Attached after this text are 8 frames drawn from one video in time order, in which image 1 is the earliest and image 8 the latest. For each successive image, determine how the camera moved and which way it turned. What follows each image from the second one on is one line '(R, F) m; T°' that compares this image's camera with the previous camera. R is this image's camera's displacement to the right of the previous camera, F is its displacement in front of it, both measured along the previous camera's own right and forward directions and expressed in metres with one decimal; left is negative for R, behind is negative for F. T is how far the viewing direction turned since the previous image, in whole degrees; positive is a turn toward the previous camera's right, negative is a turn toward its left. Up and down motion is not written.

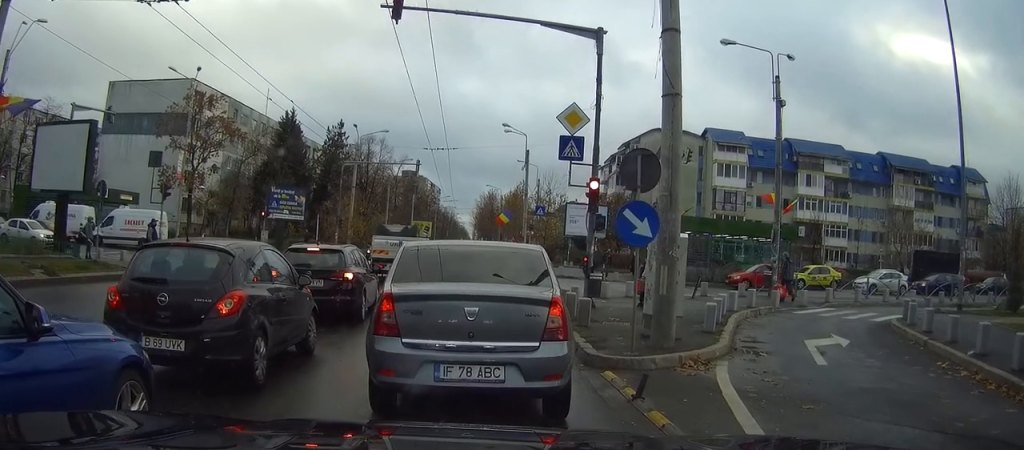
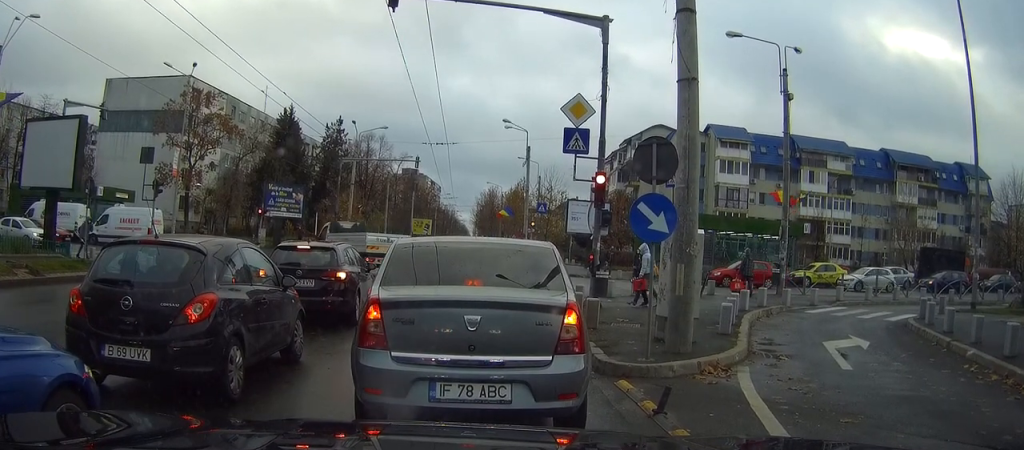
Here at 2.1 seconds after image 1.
(-0.4, +2.1) m; 0°
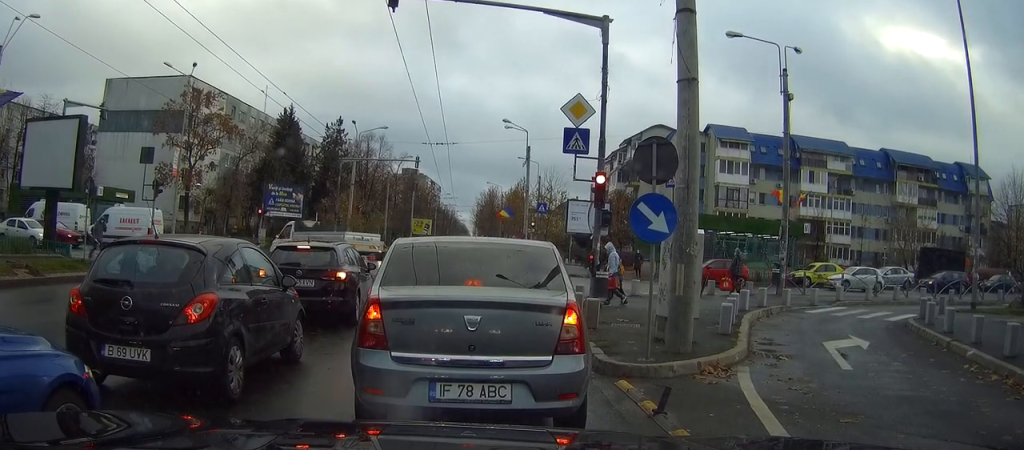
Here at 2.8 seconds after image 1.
(-0.2, +0.7) m; 0°
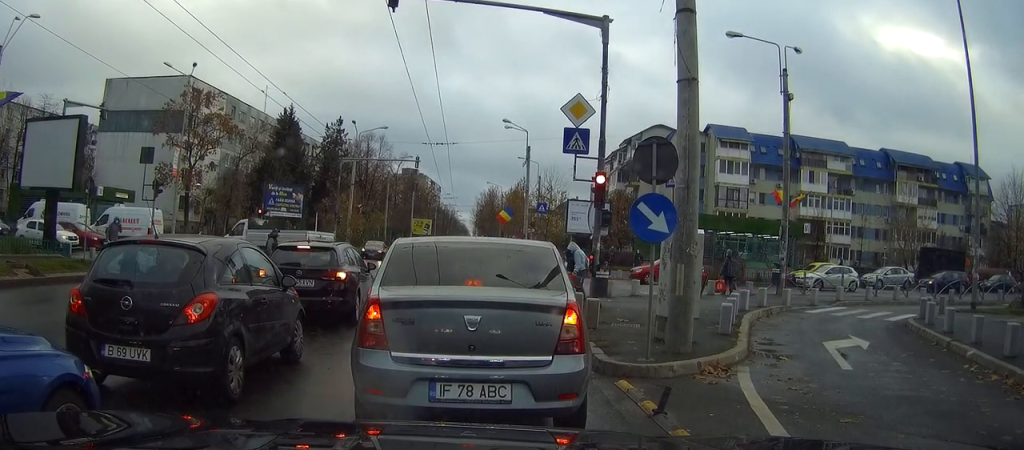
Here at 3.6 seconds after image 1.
(-0.2, +0.6) m; 0°
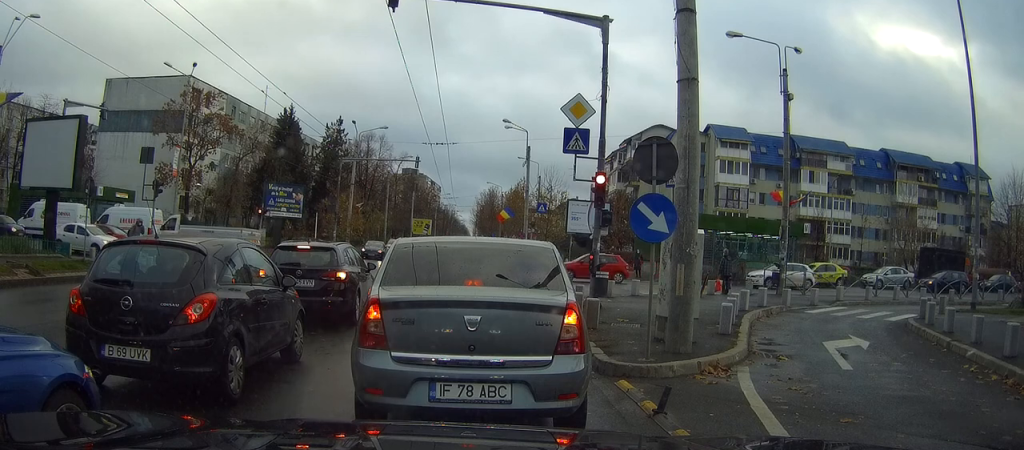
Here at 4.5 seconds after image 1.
(-0.1, +0.3) m; 0°
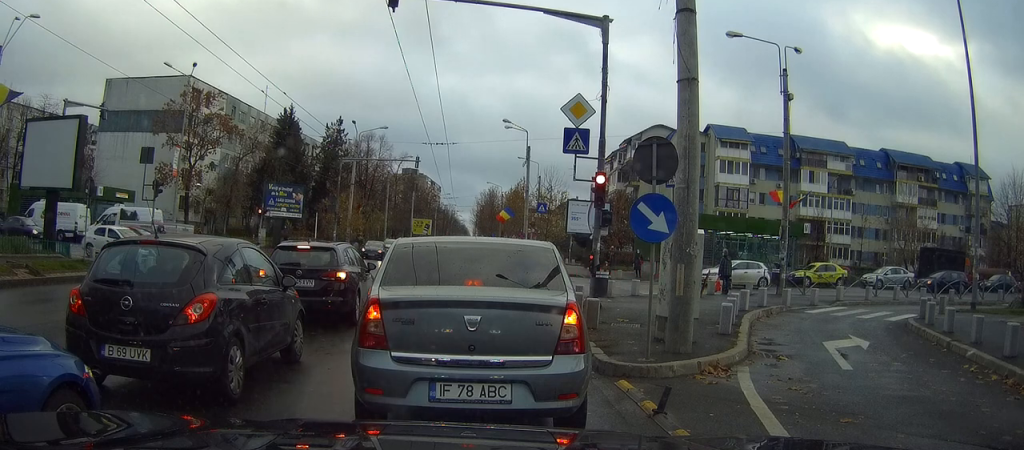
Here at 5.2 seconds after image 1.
(0.0, 0.0) m; 0°
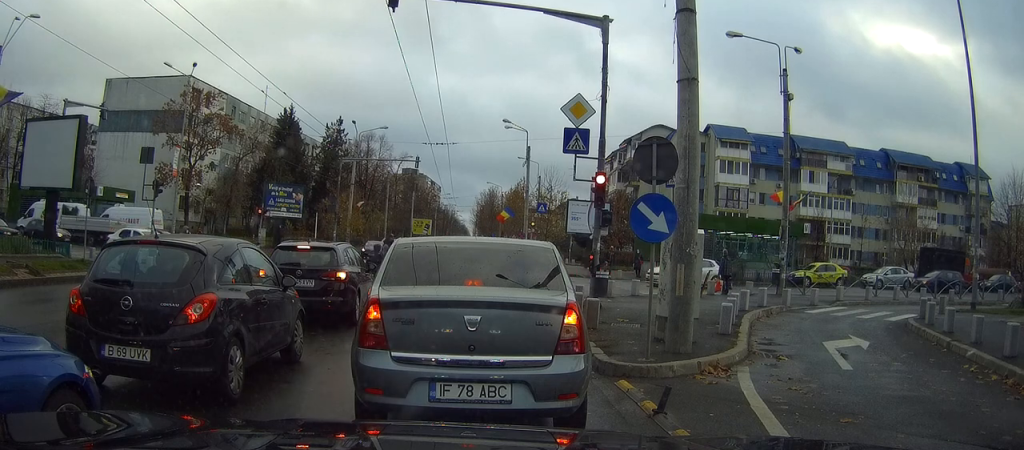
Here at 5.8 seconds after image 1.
(0.0, 0.0) m; 0°
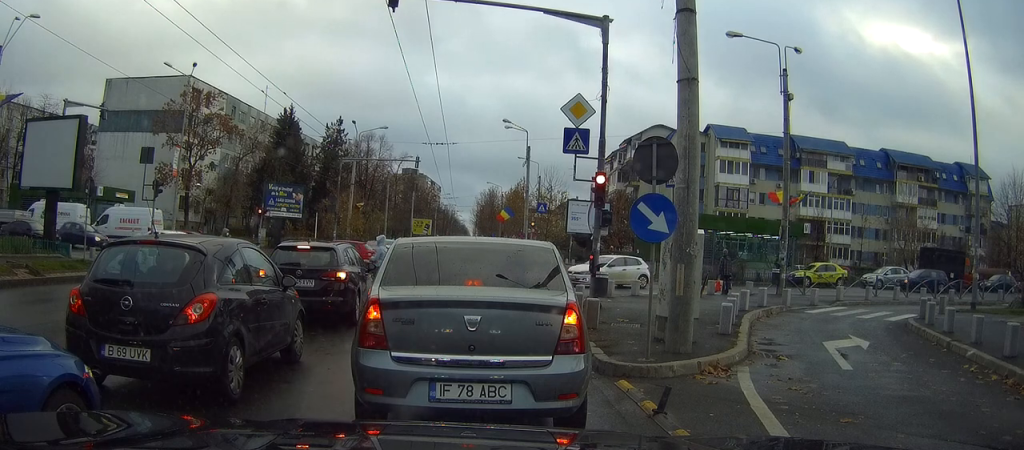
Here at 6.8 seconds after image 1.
(0.0, 0.0) m; 0°
